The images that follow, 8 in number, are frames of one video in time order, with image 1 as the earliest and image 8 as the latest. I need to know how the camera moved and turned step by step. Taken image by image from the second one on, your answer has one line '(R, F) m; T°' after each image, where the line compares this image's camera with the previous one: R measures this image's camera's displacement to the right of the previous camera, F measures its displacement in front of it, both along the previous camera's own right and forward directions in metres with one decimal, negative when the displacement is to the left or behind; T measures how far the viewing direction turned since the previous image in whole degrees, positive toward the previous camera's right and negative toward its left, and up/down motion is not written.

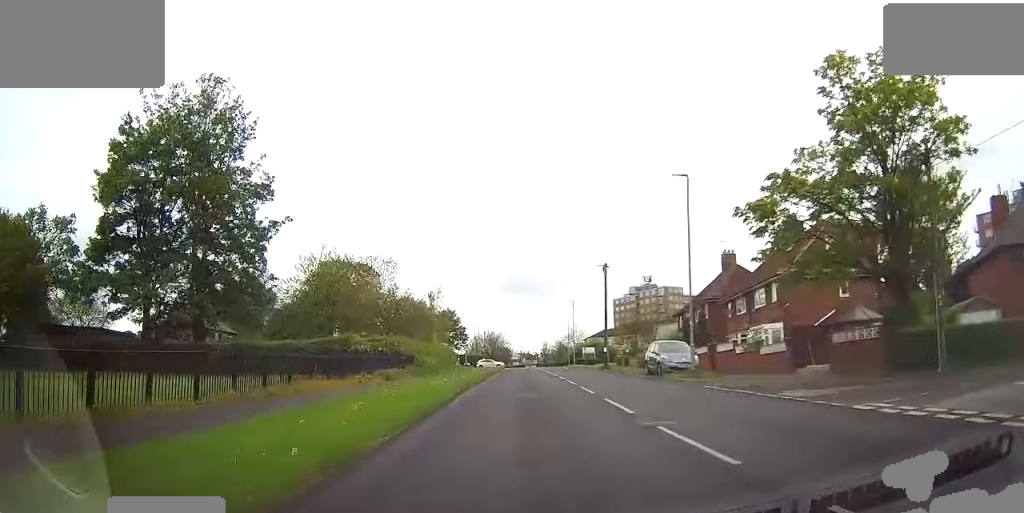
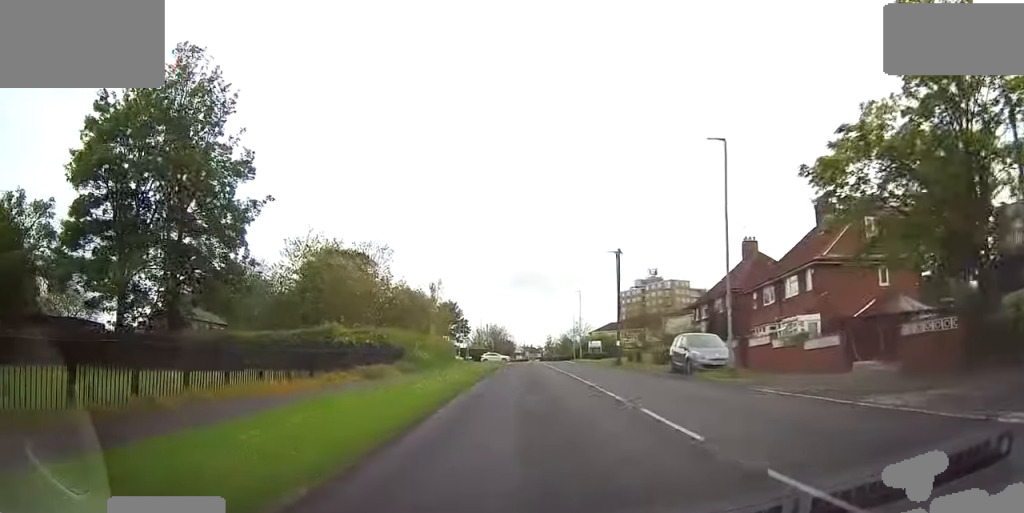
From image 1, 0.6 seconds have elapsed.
(0.0, +4.3) m; 0°
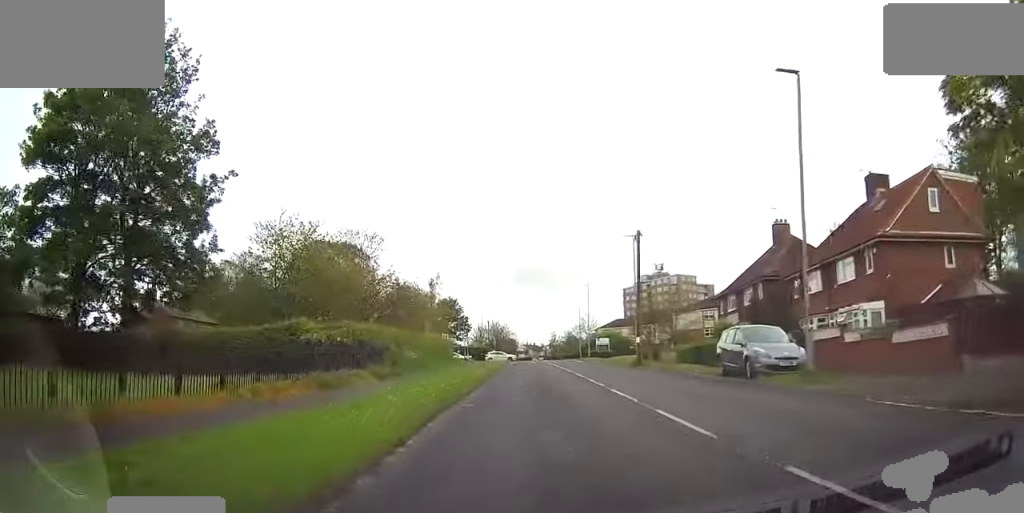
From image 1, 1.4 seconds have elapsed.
(0.0, +6.0) m; +2°
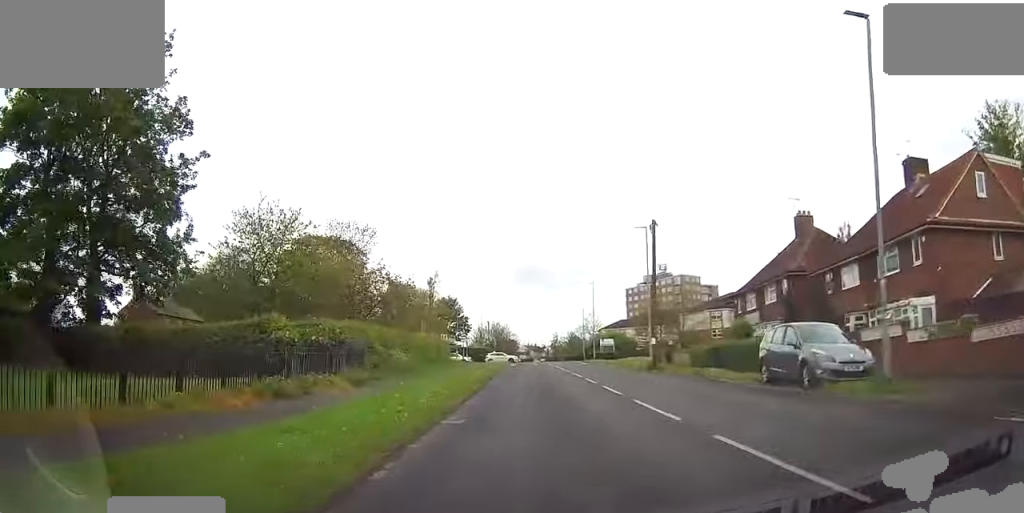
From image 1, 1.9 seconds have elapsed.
(-0.2, +3.8) m; +2°
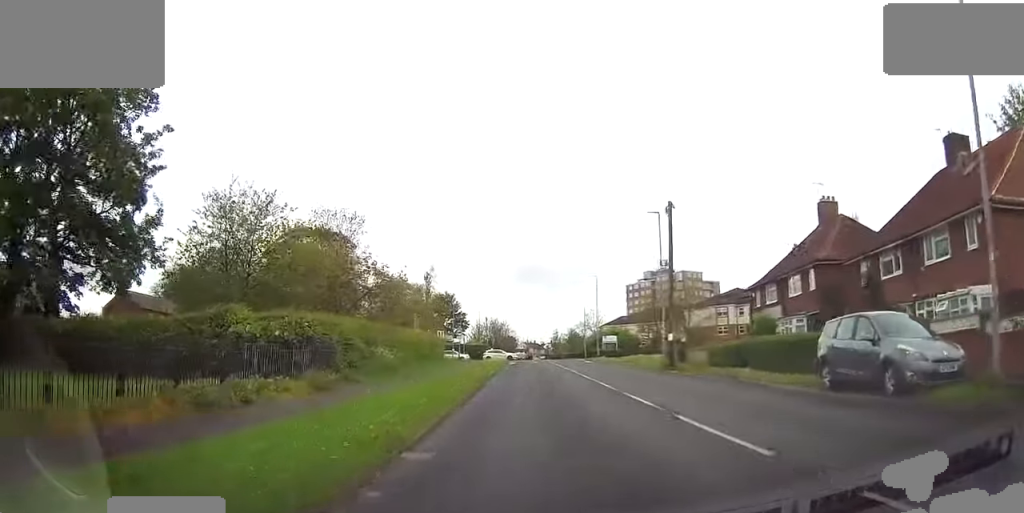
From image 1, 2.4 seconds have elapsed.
(+0.3, +3.9) m; 0°
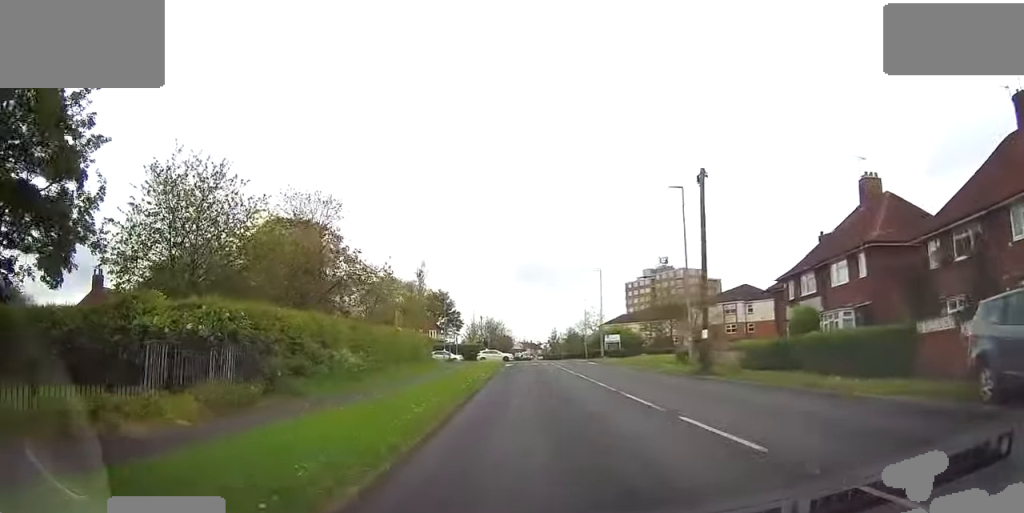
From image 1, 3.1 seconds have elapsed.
(+0.2, +5.9) m; -1°
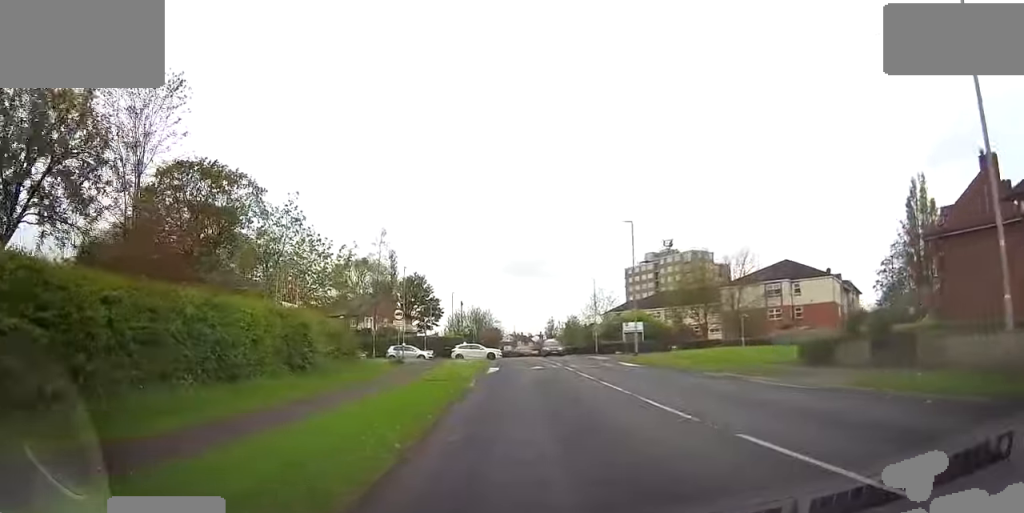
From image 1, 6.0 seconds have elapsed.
(-1.0, +21.3) m; +2°
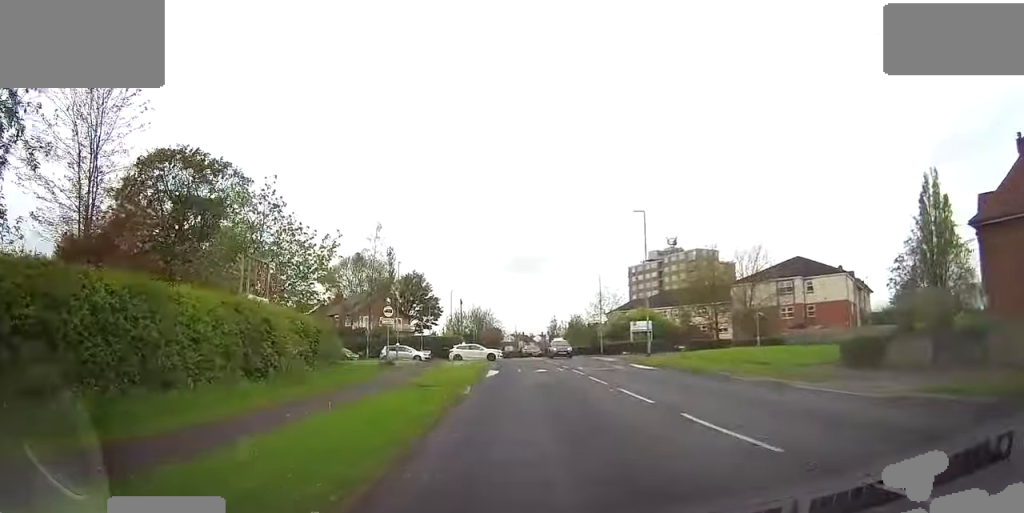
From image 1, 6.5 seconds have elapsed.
(+0.3, +3.4) m; +1°
